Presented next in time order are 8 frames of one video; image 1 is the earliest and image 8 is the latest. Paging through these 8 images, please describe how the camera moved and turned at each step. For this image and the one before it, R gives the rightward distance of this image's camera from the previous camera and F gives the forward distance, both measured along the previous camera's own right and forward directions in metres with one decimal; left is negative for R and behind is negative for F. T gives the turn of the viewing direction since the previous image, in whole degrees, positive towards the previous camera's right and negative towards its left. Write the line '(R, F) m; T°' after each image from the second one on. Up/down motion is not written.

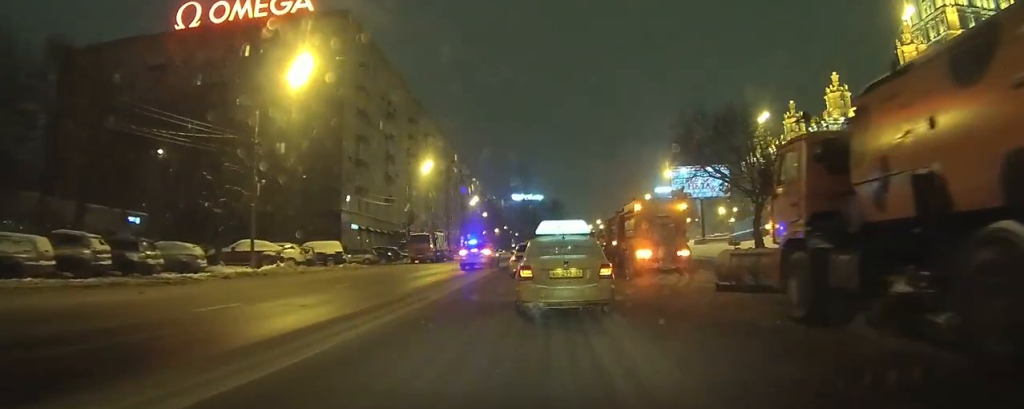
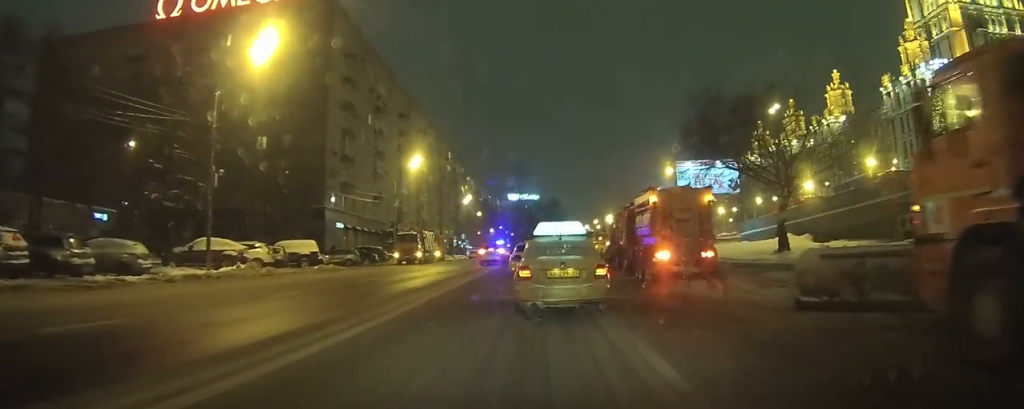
(+0.1, +5.3) m; +6°
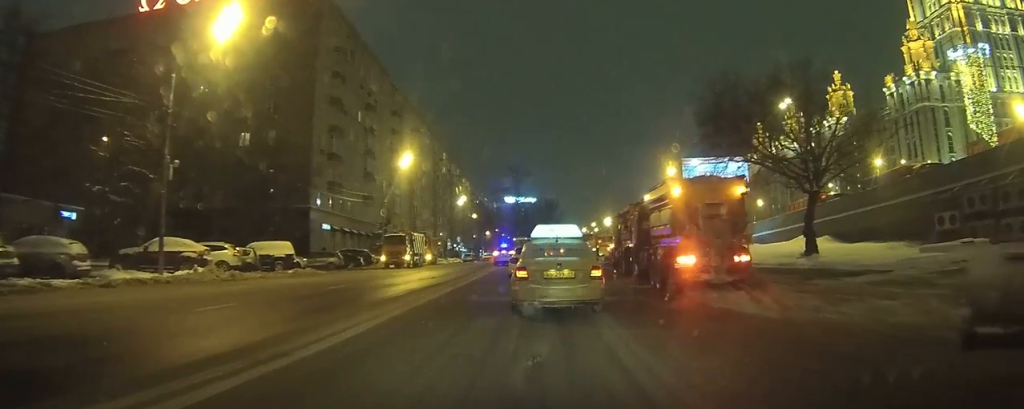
(+0.5, +4.3) m; +3°
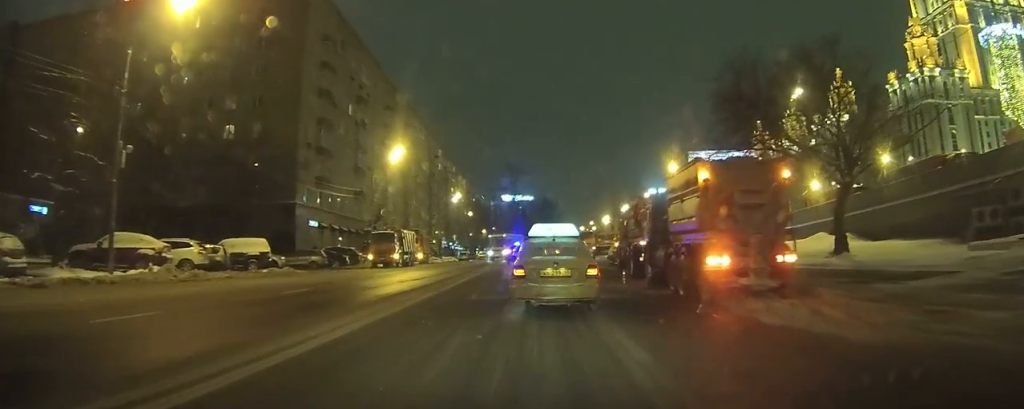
(-0.2, +3.5) m; -2°
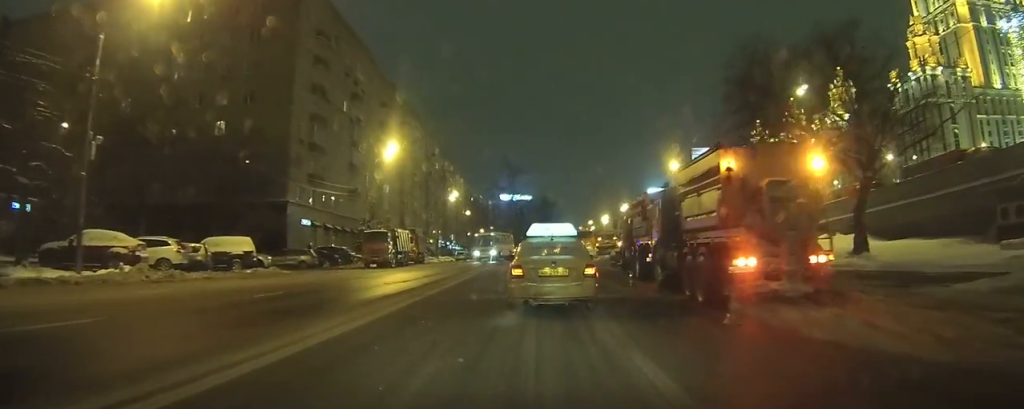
(0.0, +1.9) m; -1°
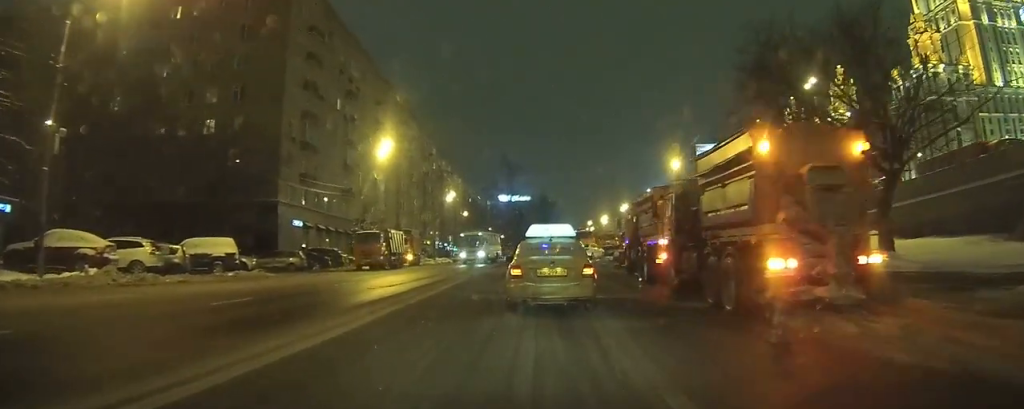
(0.0, +2.0) m; 0°
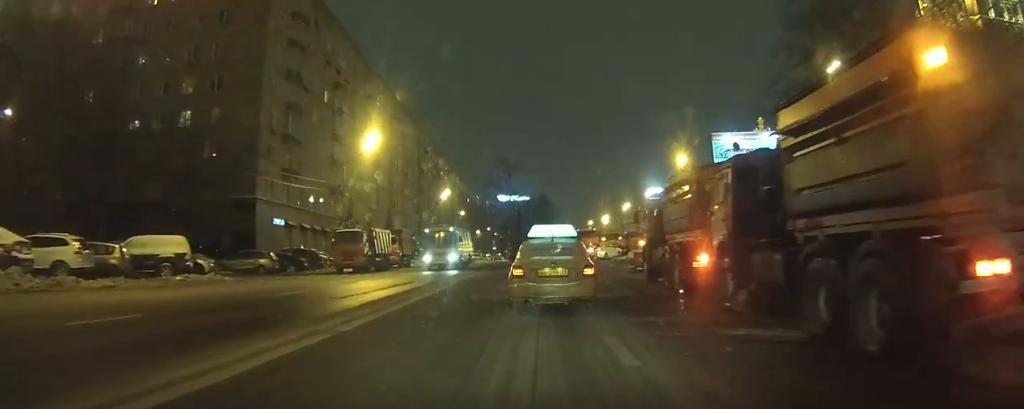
(0.0, +4.8) m; -1°
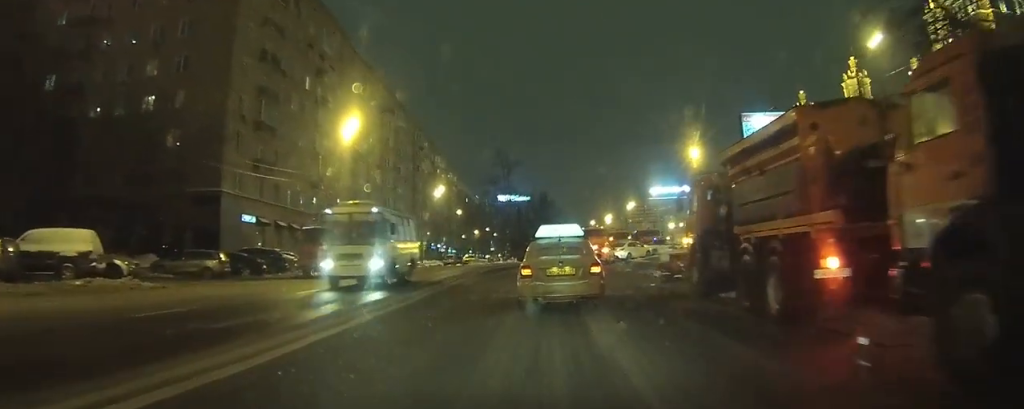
(-0.1, +6.5) m; -2°
